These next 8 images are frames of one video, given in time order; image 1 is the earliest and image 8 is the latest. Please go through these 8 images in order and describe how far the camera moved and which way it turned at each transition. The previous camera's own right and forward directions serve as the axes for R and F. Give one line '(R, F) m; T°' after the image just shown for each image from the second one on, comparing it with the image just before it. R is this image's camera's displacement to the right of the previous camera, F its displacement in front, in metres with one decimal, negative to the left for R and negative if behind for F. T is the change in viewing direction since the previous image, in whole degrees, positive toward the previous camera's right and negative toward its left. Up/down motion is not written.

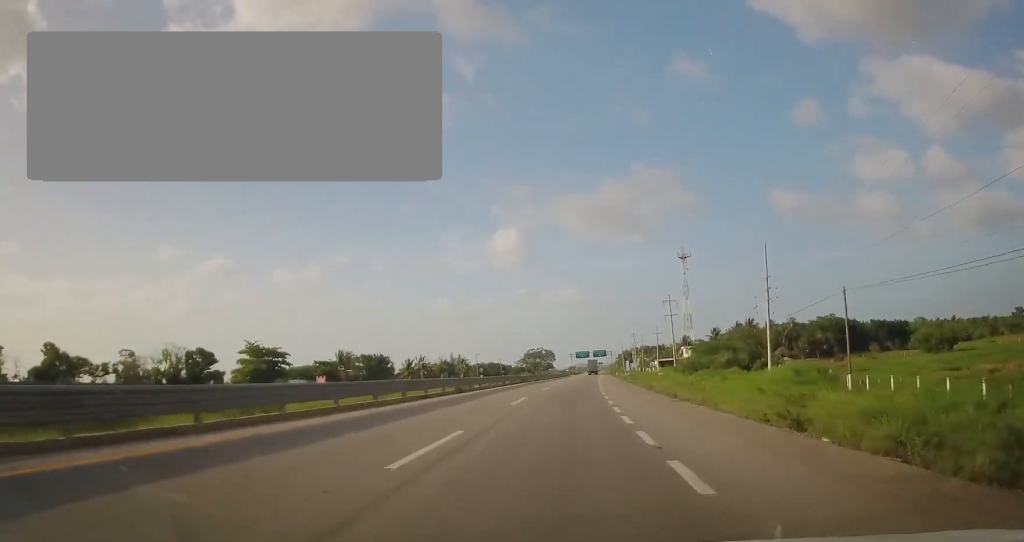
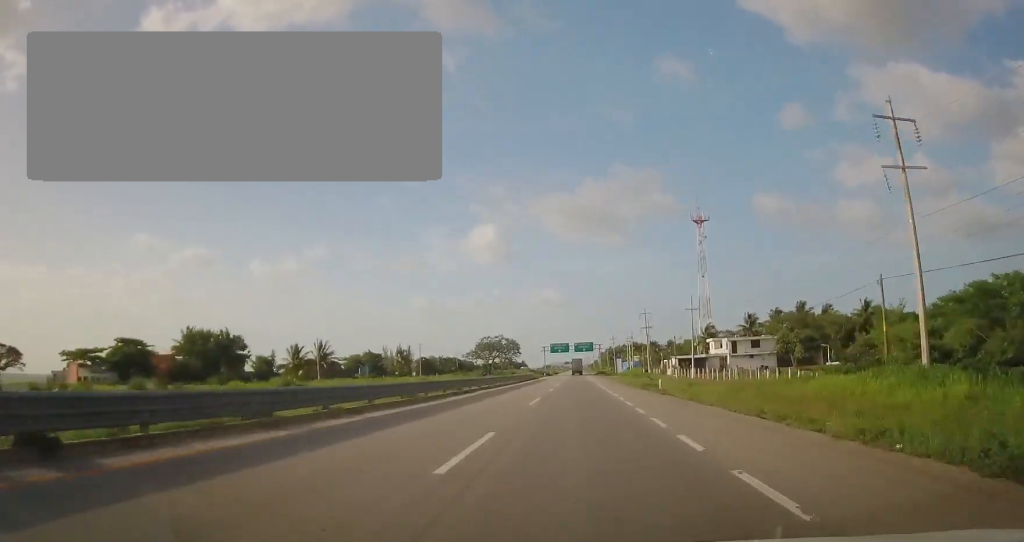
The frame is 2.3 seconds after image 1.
(+2.3, +63.7) m; +3°
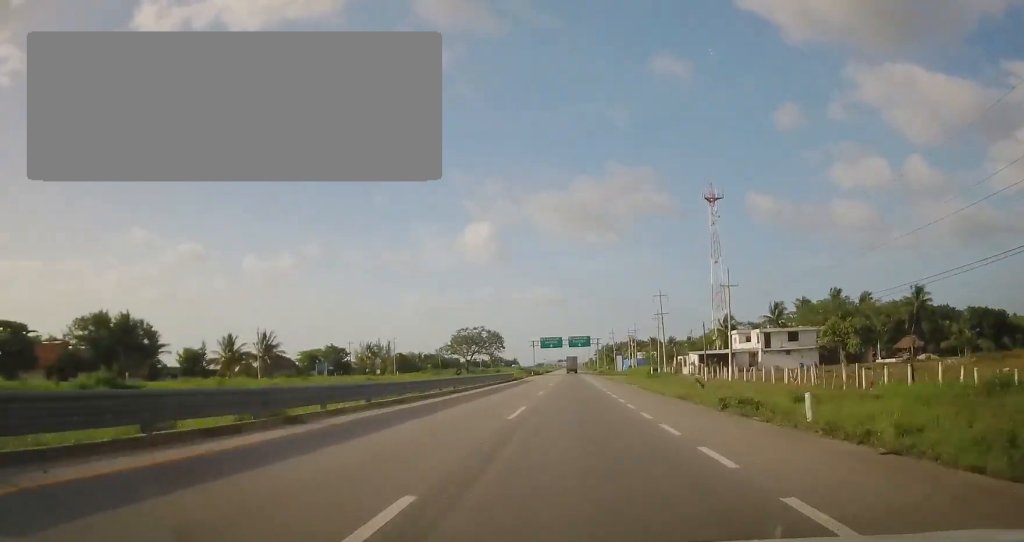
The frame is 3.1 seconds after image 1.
(+0.1, +22.9) m; +1°
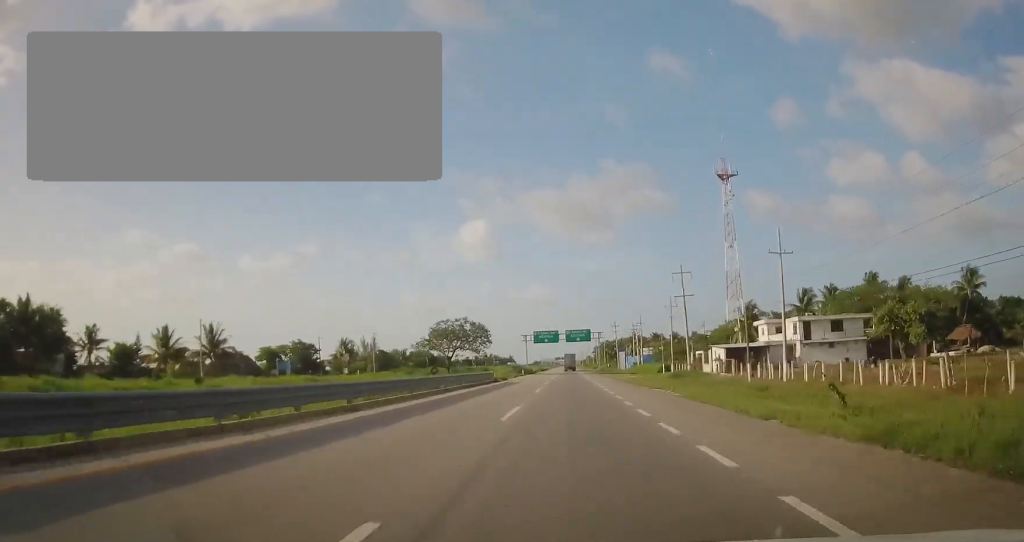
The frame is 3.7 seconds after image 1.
(+0.1, +16.9) m; 0°
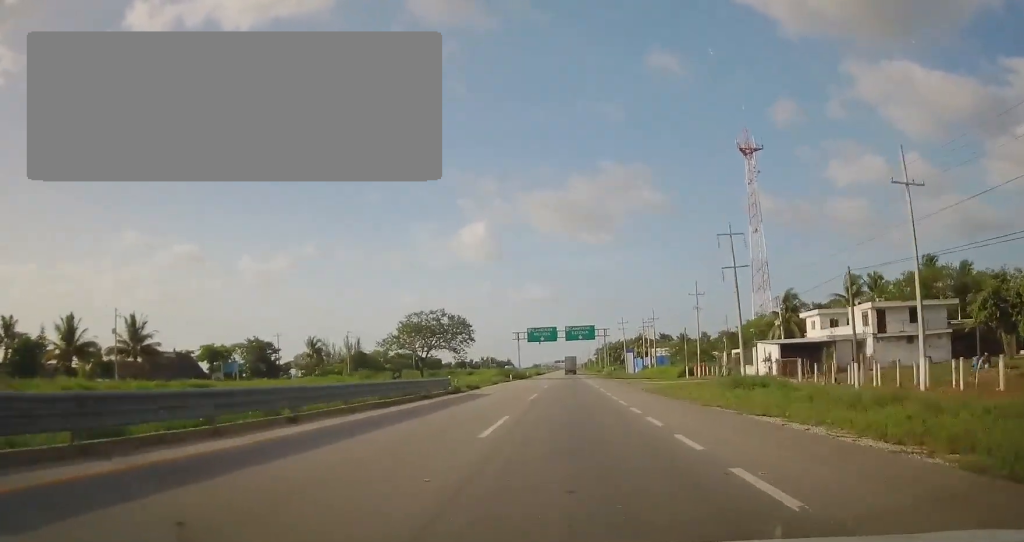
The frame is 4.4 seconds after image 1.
(+0.1, +19.3) m; 0°
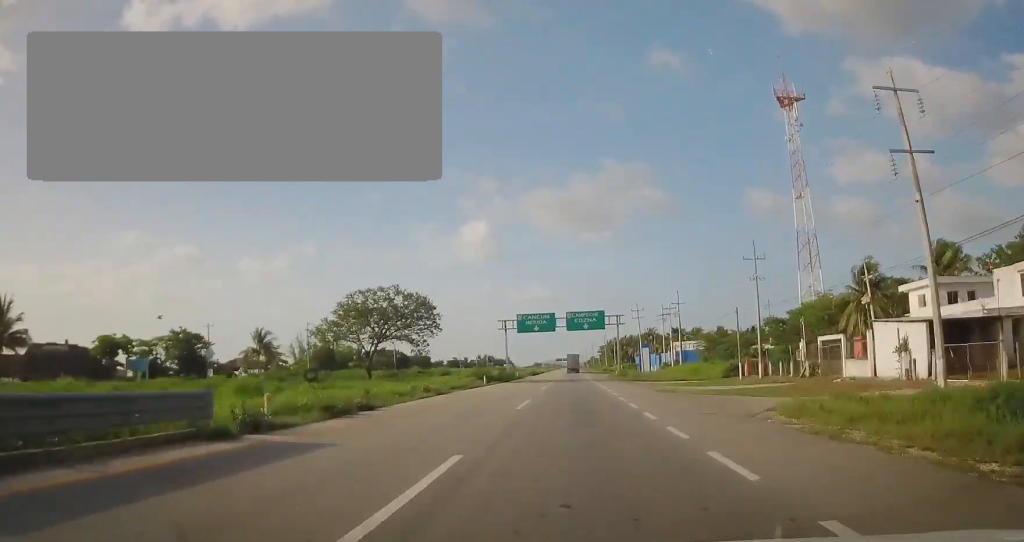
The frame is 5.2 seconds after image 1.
(-0.3, +23.9) m; 0°
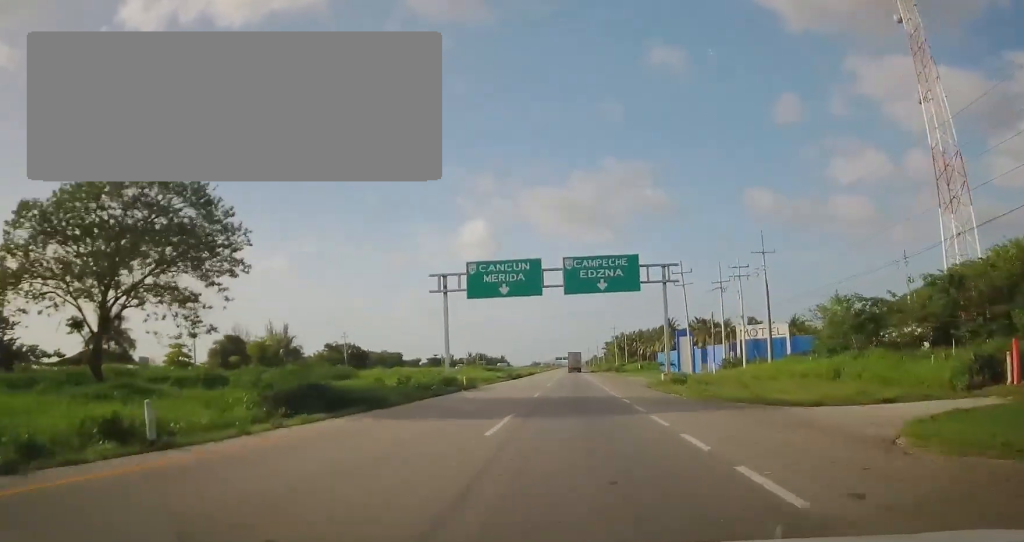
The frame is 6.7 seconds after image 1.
(+0.4, +39.4) m; 0°
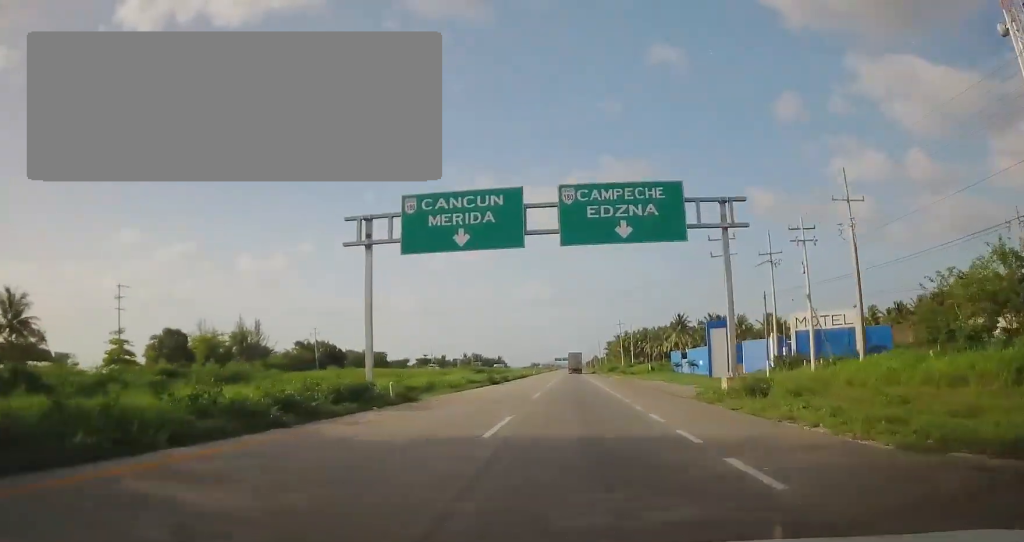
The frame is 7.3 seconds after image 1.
(0.0, +16.3) m; -1°
